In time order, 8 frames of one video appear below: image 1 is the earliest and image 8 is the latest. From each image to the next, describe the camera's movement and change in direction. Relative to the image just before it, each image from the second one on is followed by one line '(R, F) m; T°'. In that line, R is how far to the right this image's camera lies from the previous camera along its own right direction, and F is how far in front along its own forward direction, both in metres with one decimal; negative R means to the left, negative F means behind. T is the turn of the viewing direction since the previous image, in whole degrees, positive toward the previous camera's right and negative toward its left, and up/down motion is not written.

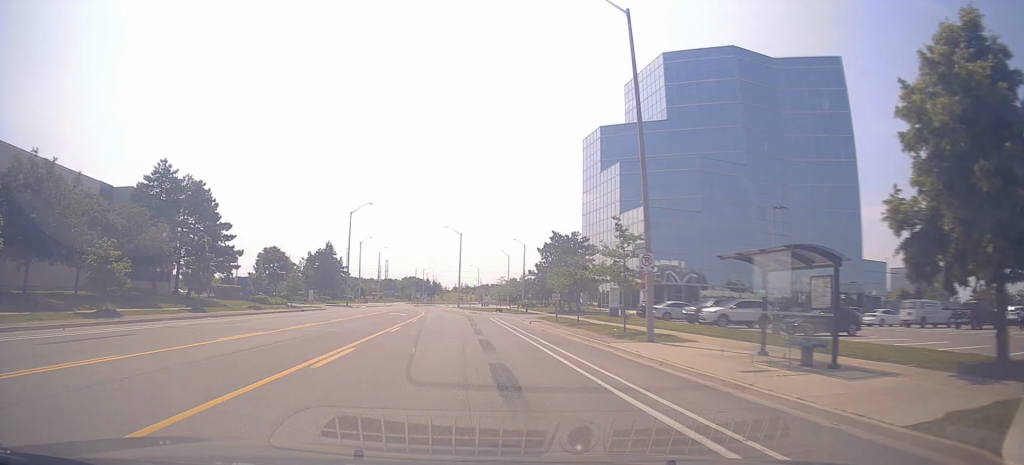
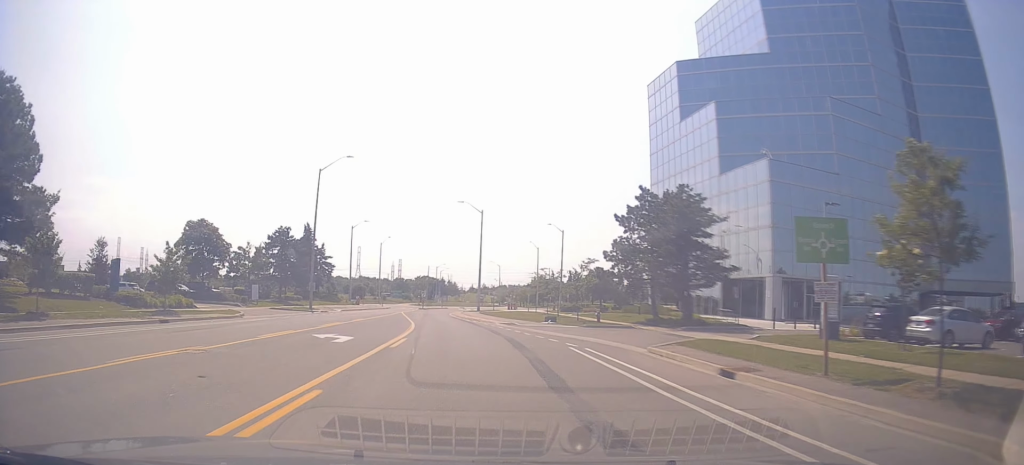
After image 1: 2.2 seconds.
(-0.1, +26.7) m; +1°
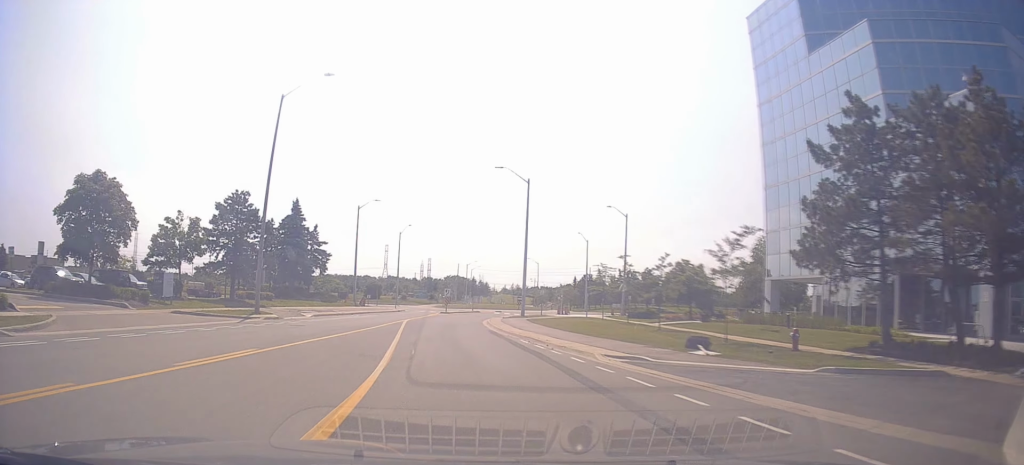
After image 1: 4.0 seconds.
(-0.7, +20.3) m; -5°
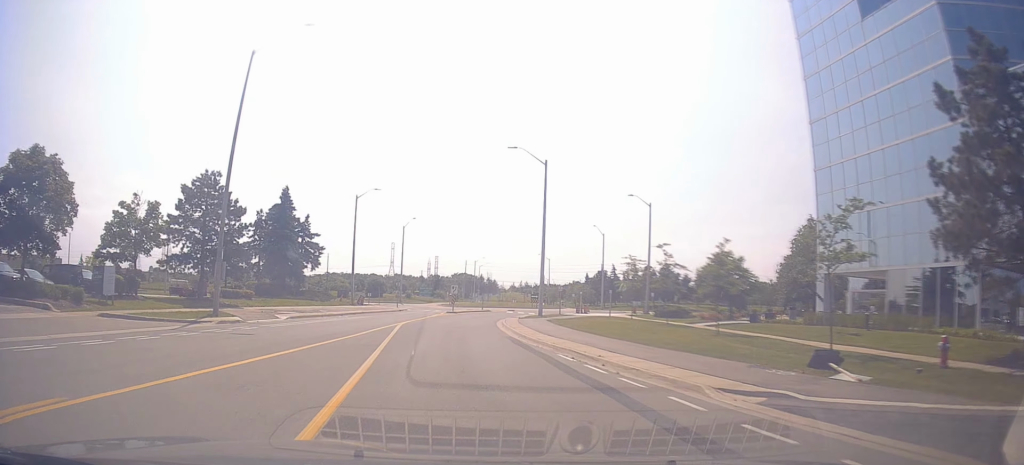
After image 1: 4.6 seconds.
(-0.3, +6.6) m; -1°
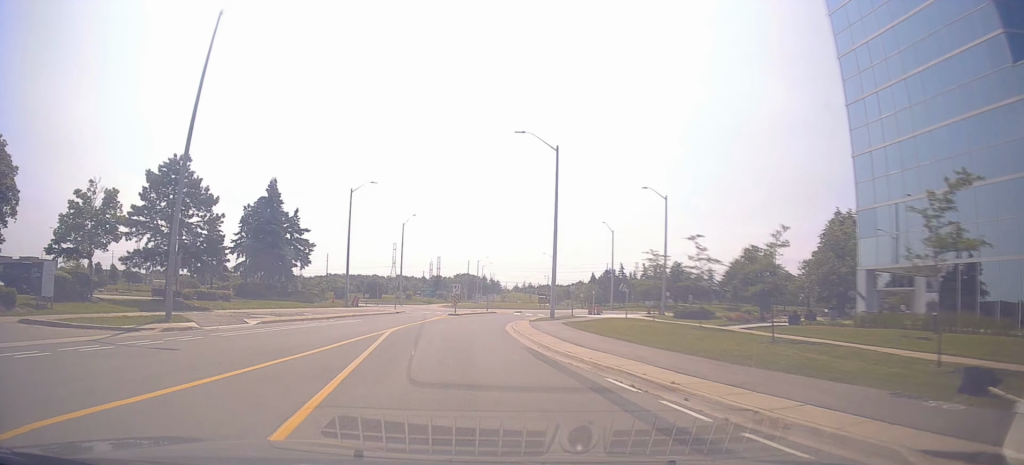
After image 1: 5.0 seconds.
(+0.2, +4.8) m; +1°
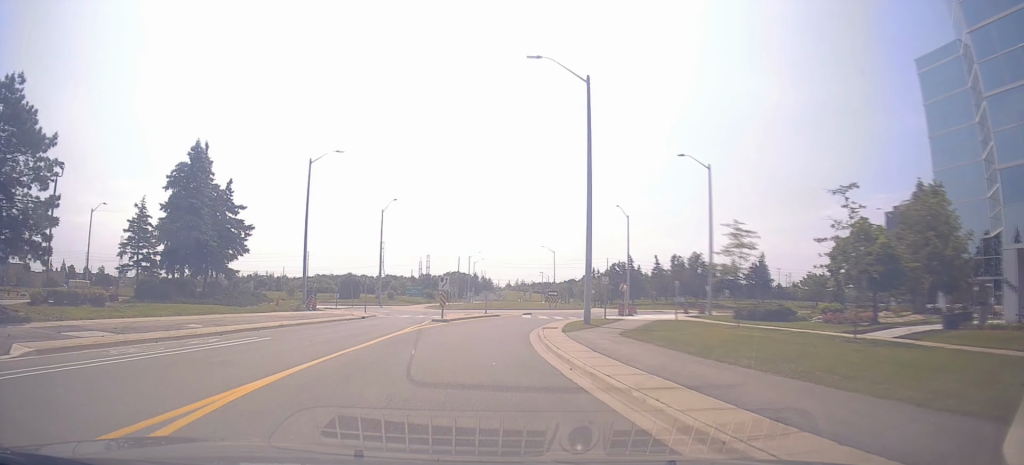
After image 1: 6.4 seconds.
(+0.4, +14.6) m; +1°
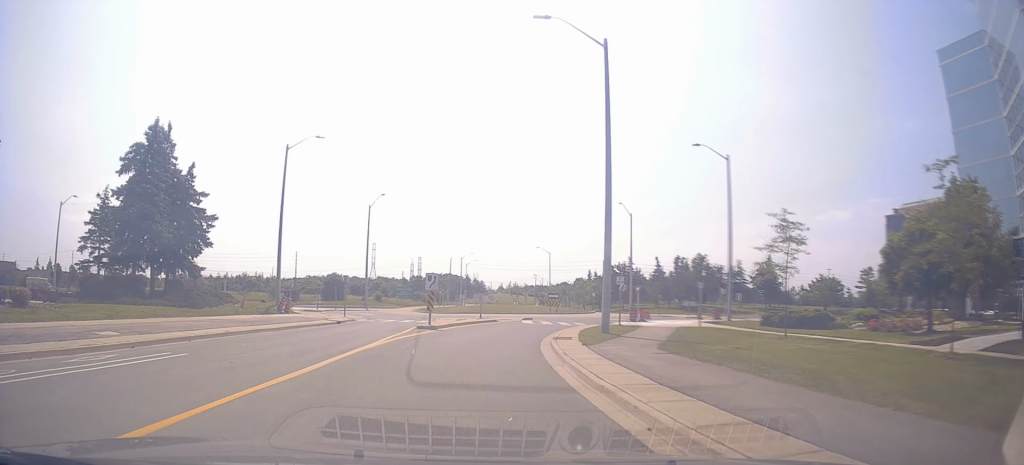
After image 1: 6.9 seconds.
(0.0, +5.0) m; 0°
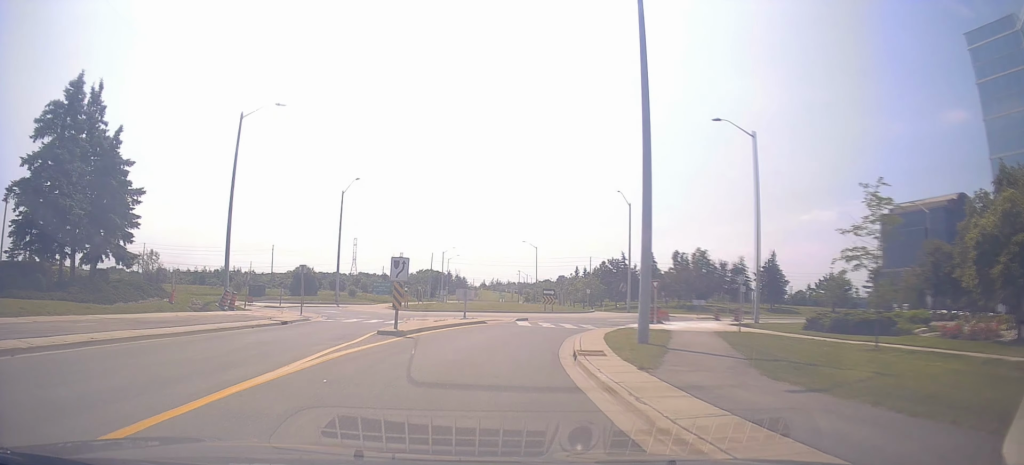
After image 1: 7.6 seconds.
(-0.2, +7.4) m; +1°
